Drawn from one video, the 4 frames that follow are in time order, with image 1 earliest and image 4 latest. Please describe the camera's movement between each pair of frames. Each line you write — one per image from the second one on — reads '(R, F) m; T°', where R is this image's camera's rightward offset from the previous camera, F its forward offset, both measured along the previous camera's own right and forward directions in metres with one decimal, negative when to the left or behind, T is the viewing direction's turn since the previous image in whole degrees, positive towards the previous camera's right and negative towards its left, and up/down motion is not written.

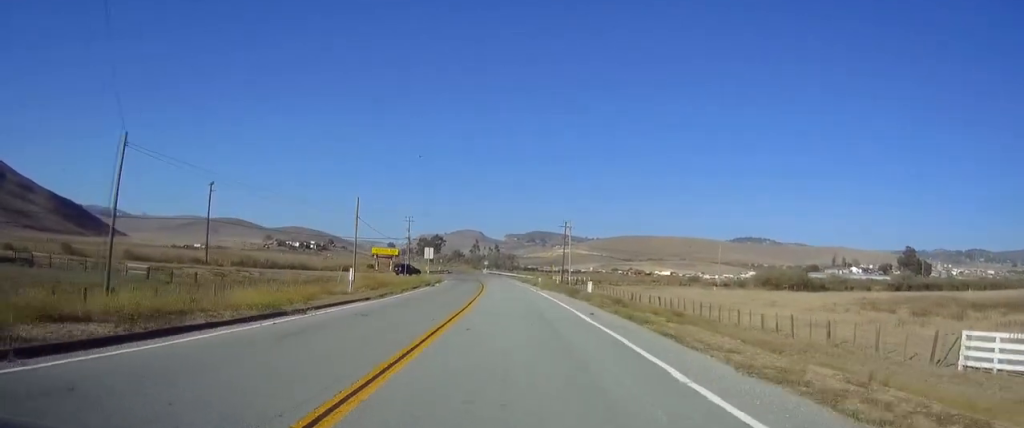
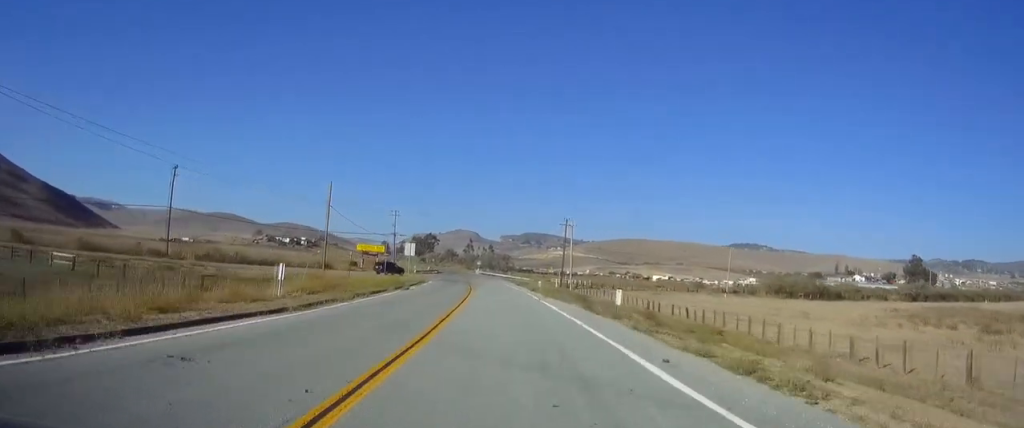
(-0.1, +11.1) m; -1°
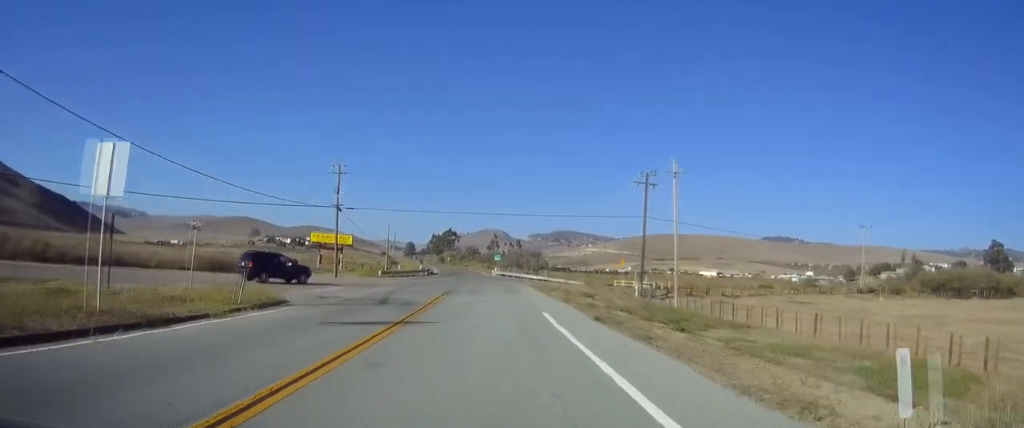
(-1.9, +49.9) m; -4°
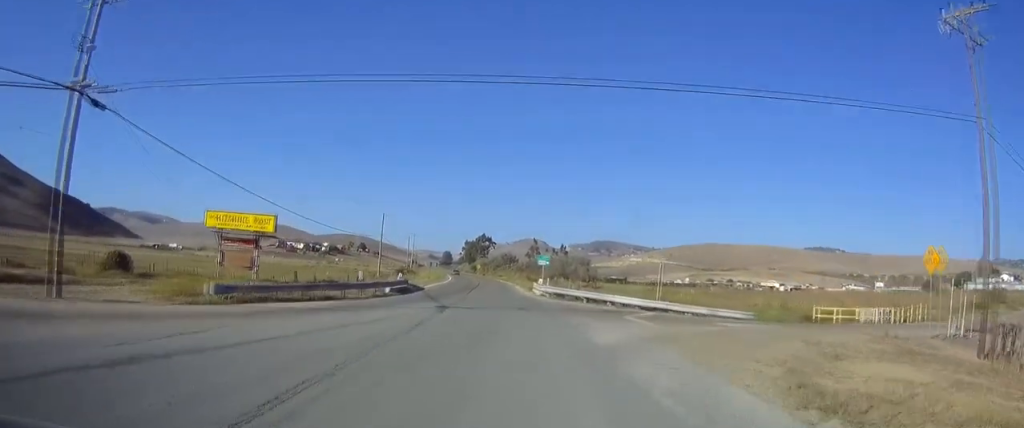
(-1.5, +44.0) m; -3°
